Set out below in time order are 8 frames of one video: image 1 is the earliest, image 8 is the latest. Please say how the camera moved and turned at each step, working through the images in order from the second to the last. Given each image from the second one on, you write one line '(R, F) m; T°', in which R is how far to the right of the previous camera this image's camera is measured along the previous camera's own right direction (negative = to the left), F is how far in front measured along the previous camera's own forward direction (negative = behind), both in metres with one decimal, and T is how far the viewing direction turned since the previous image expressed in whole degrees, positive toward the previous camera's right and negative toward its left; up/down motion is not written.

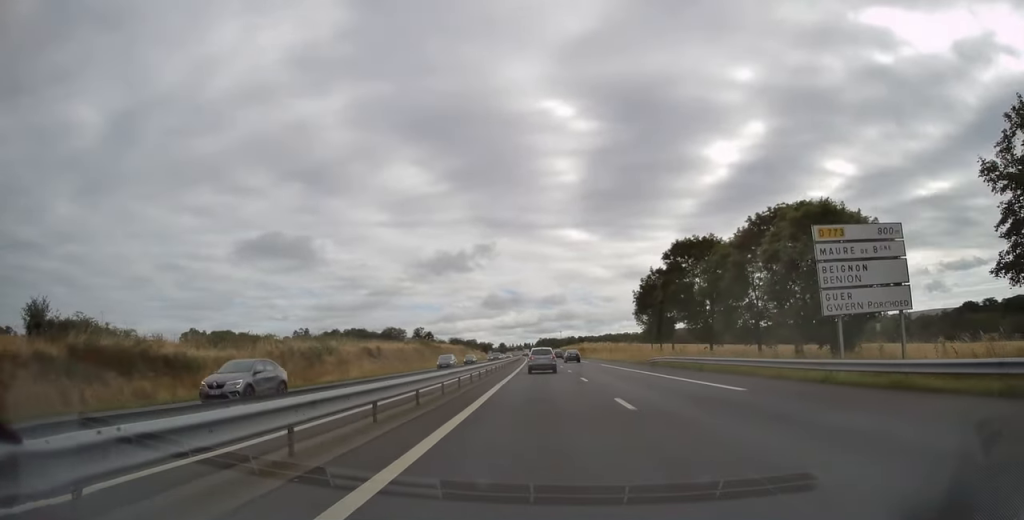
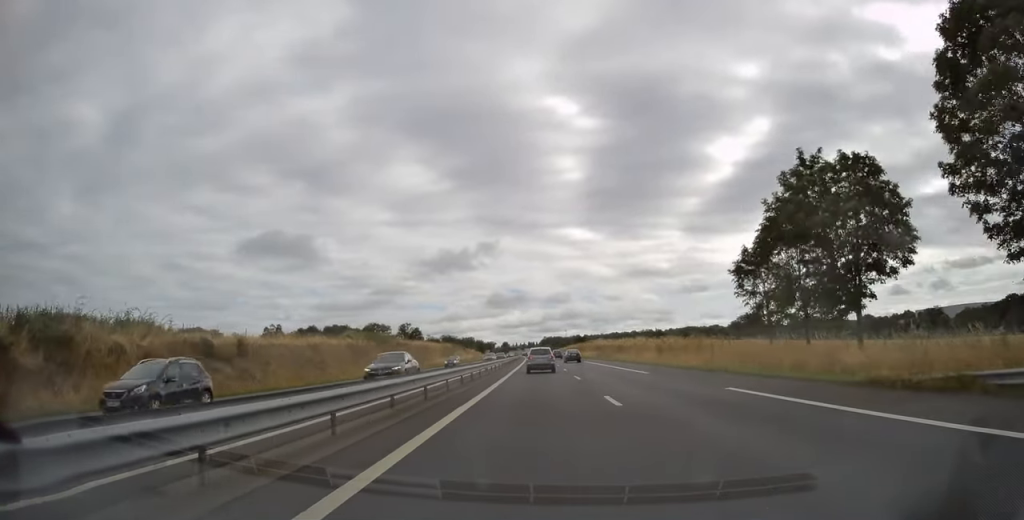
(+0.1, +37.9) m; 0°
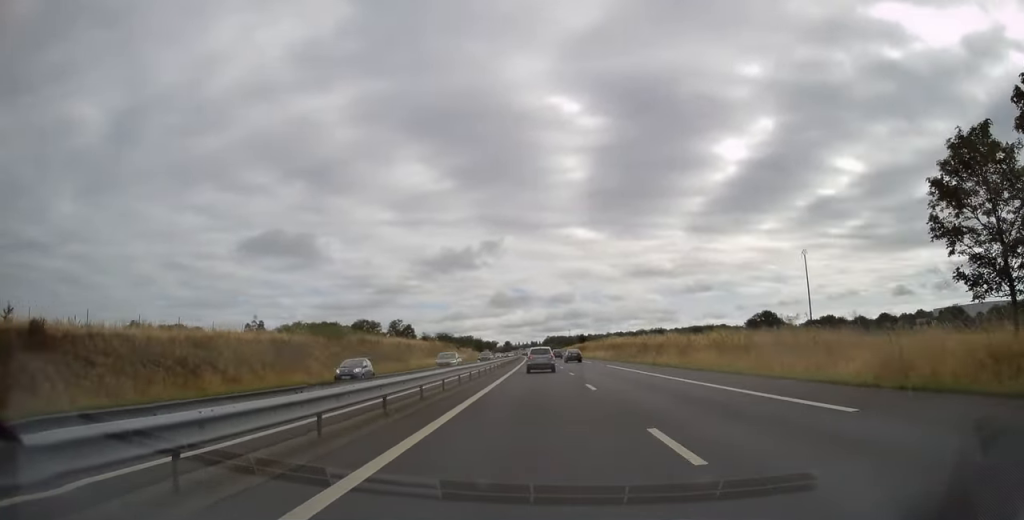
(0.0, +20.3) m; -1°
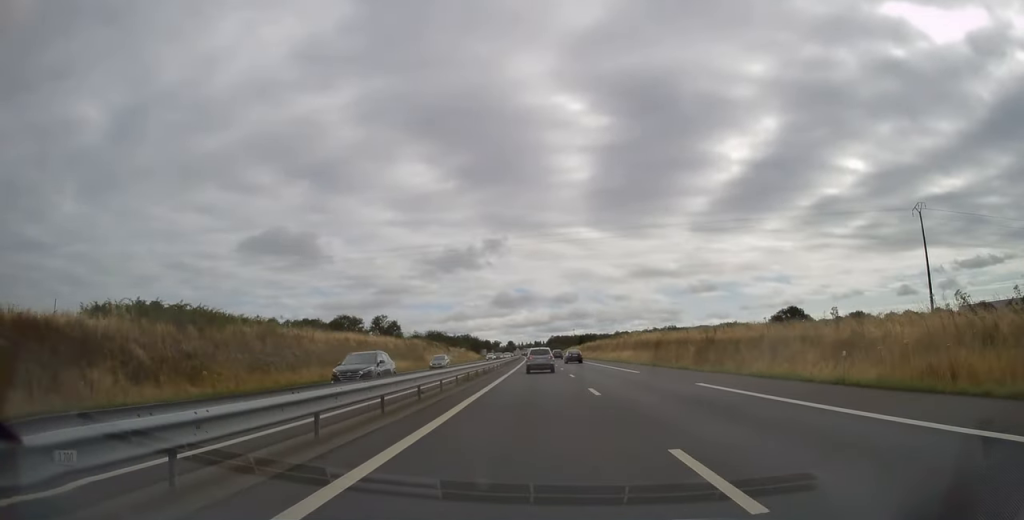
(-0.2, +27.9) m; -1°
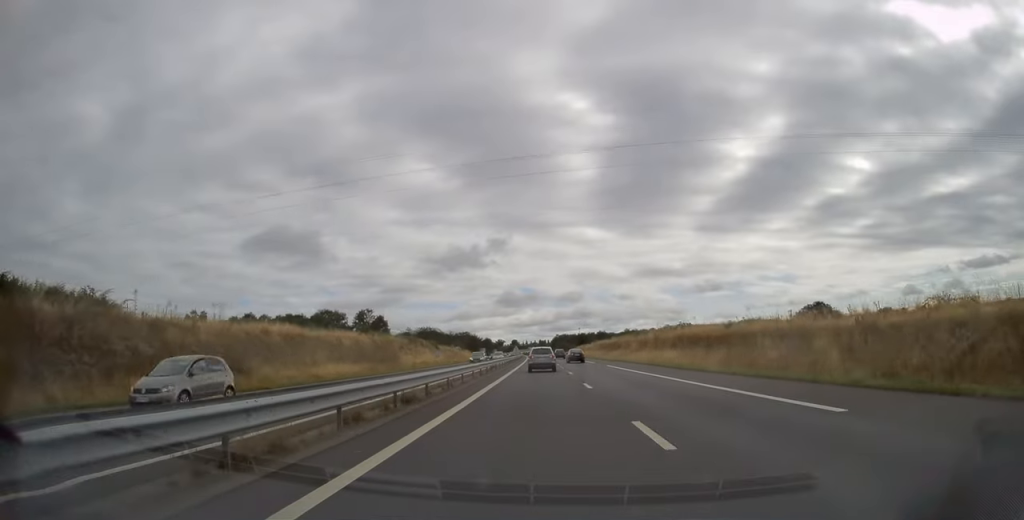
(-0.2, +22.8) m; 0°
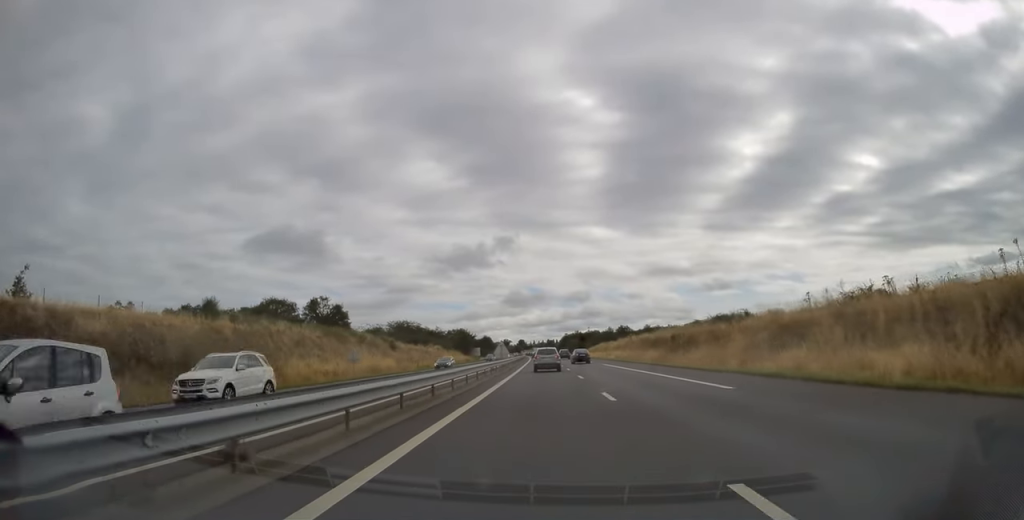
(-0.1, +44.1) m; 0°
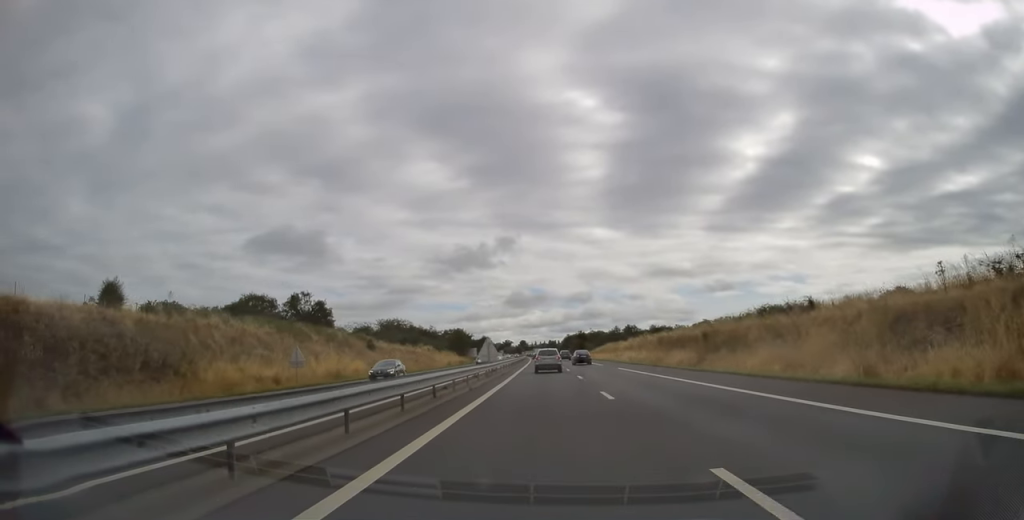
(0.0, +12.1) m; 0°
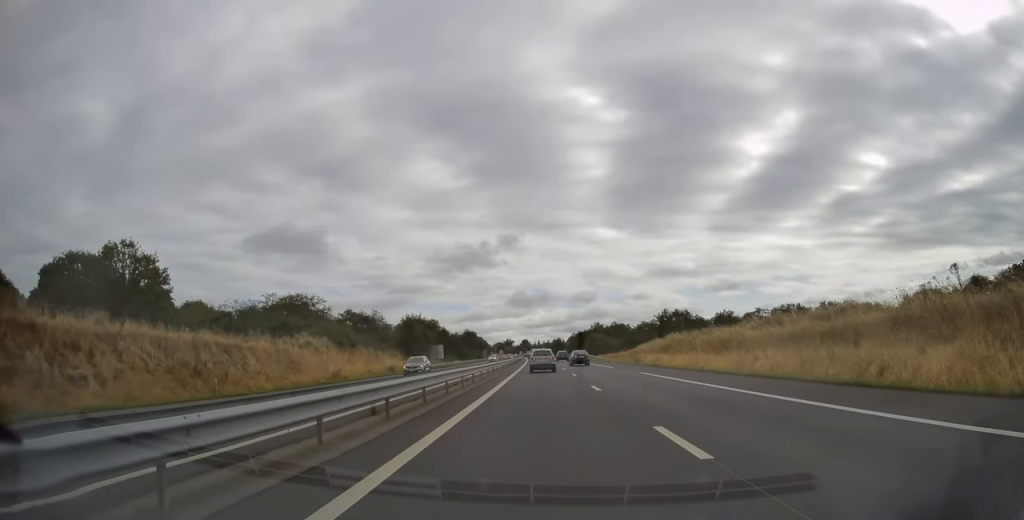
(-0.9, +61.4) m; -1°
